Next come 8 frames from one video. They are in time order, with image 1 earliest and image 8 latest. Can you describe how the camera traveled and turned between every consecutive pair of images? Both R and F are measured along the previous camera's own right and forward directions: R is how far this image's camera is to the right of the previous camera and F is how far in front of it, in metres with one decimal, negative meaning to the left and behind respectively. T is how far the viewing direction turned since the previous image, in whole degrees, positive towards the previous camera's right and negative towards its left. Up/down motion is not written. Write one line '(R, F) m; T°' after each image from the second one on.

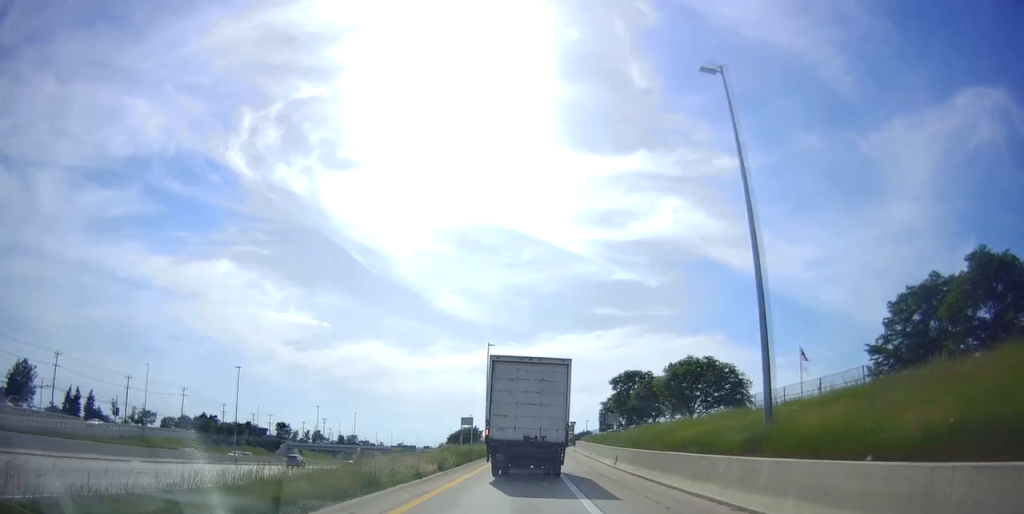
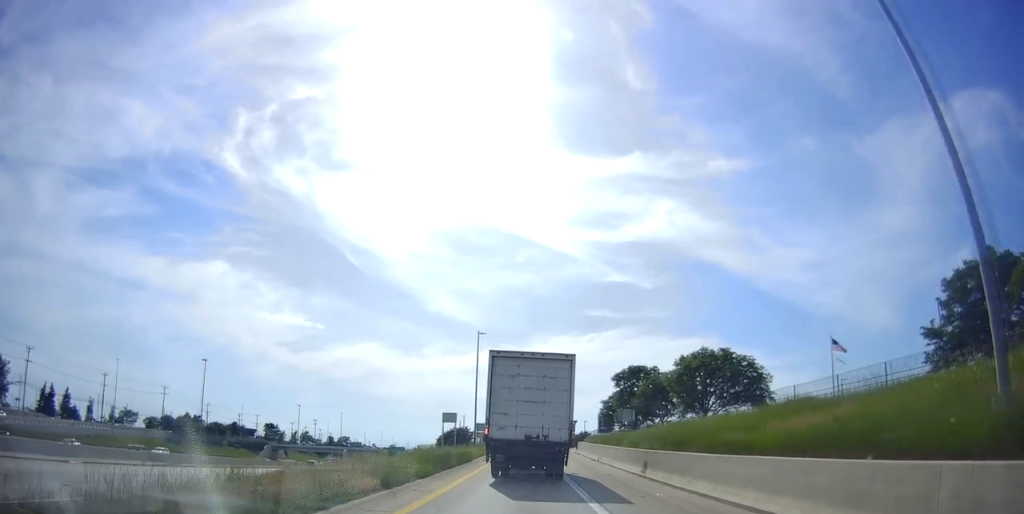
(0.0, +8.3) m; +2°
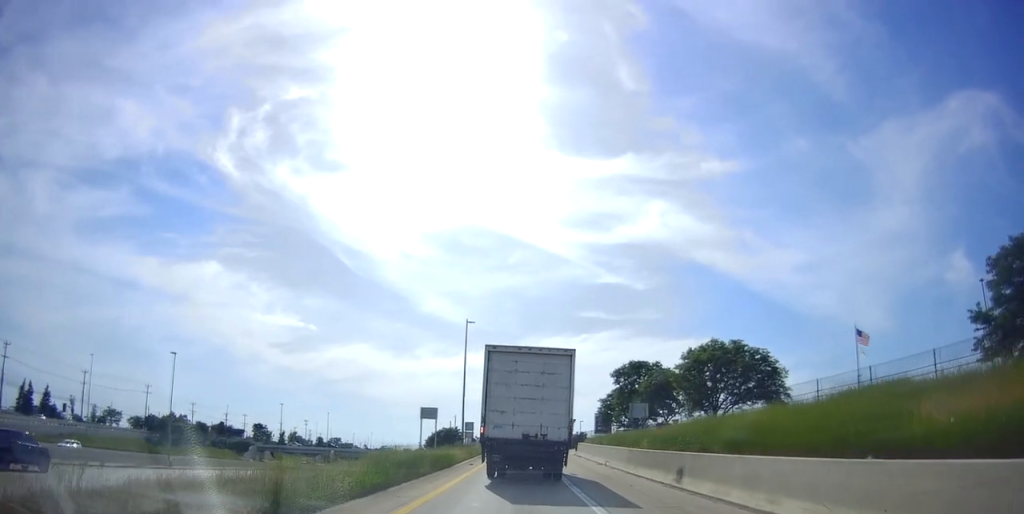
(+0.1, +6.3) m; +3°
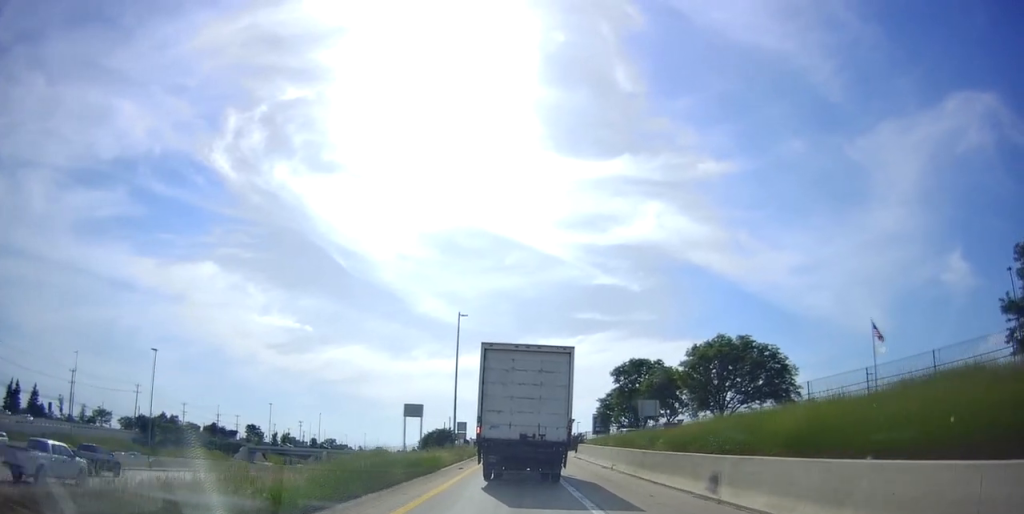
(+0.1, +3.8) m; +2°
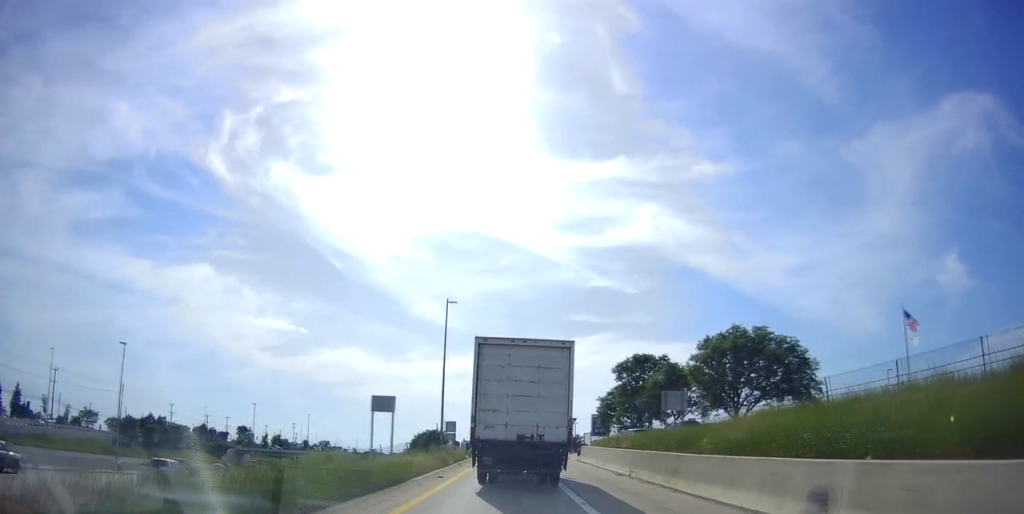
(+0.2, +5.9) m; +2°
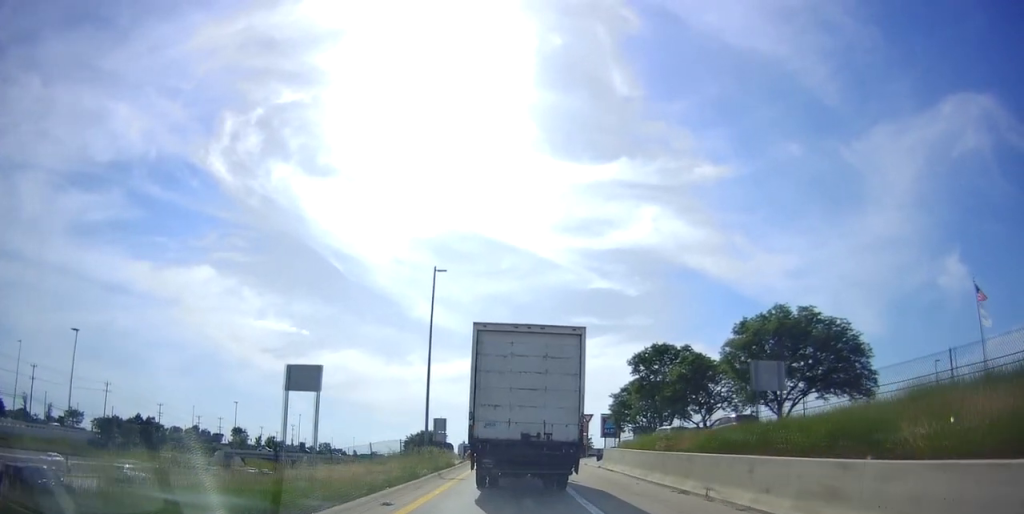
(+0.1, +9.5) m; +3°
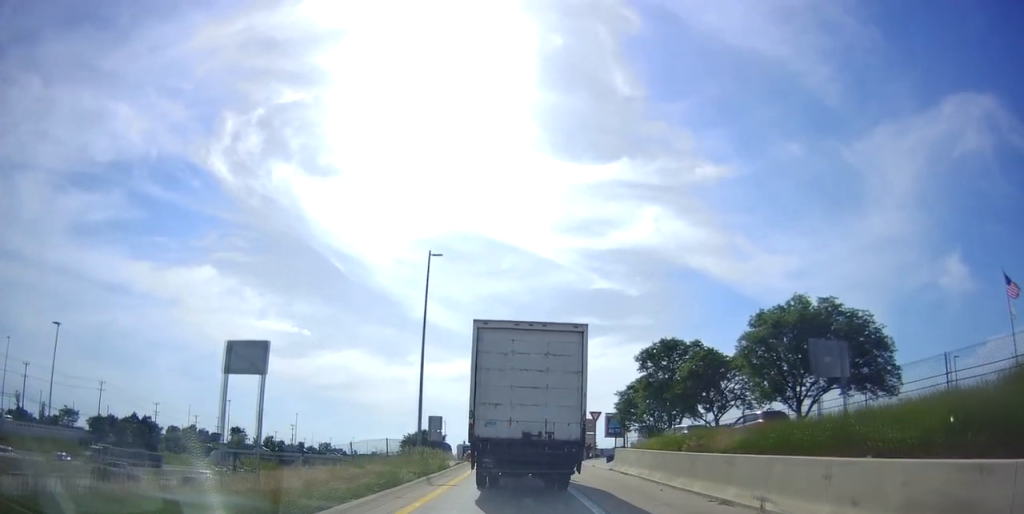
(+0.2, +3.4) m; +3°
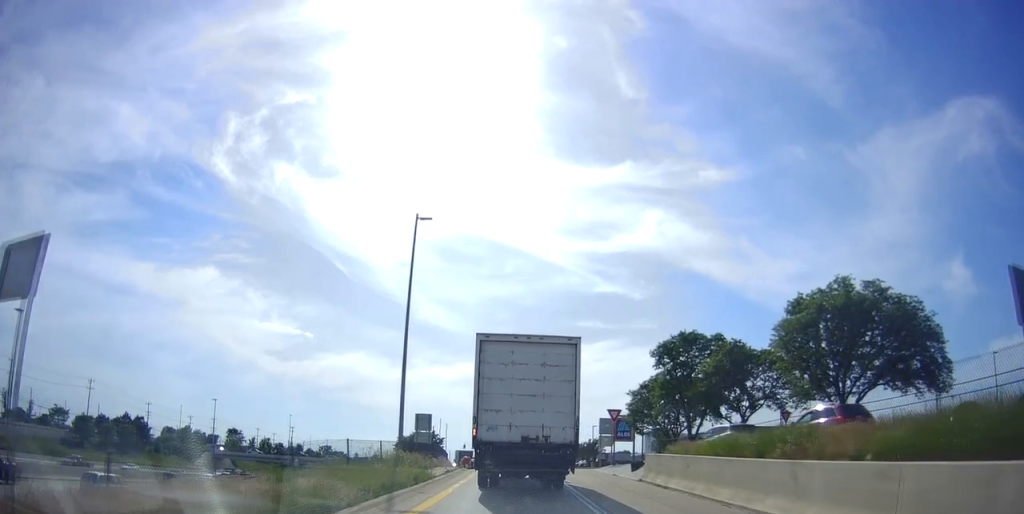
(-0.2, +6.4) m; -2°
